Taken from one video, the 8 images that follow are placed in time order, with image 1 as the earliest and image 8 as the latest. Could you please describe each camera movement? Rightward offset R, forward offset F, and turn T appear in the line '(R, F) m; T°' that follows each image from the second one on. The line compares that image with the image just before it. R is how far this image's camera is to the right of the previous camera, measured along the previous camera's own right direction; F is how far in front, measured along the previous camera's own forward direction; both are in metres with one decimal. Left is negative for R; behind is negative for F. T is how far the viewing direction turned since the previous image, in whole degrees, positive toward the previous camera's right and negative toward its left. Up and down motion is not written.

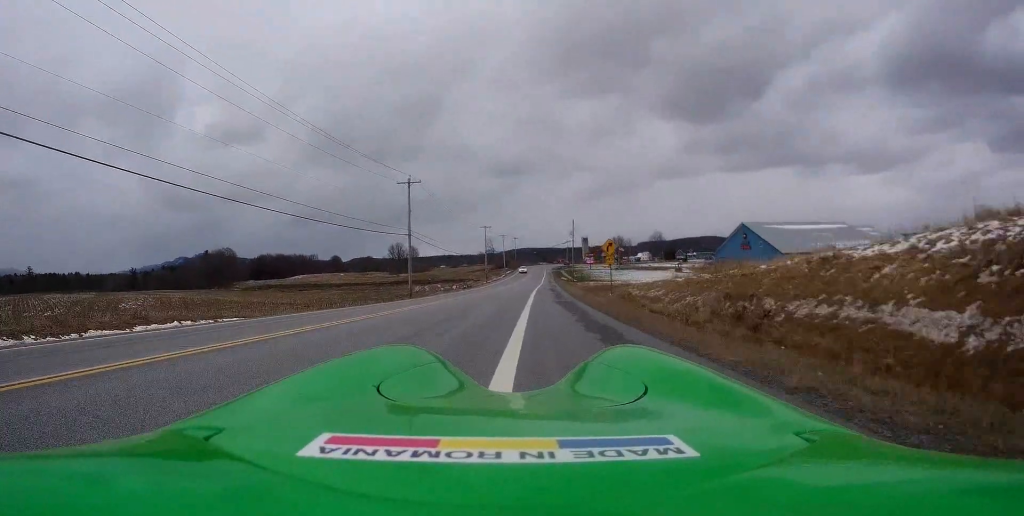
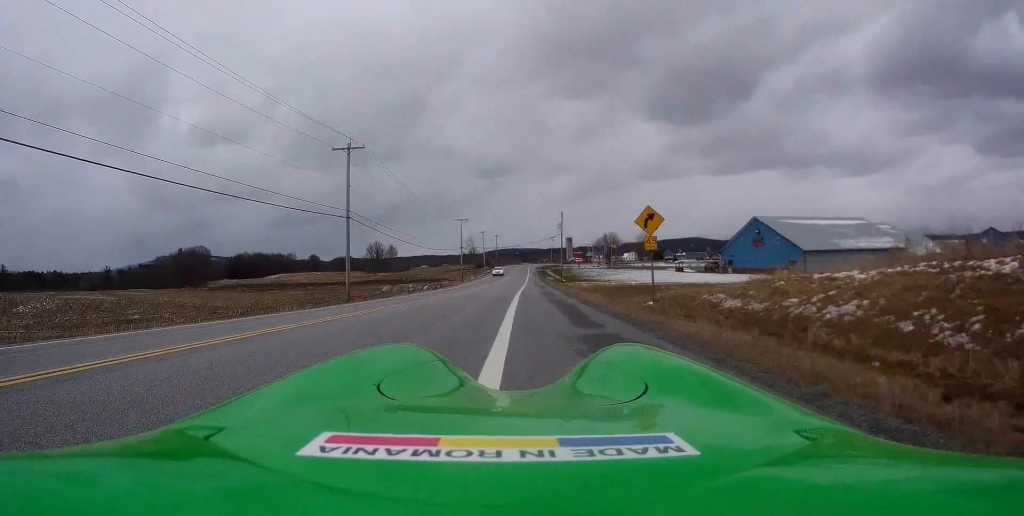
(+0.1, +15.1) m; 0°
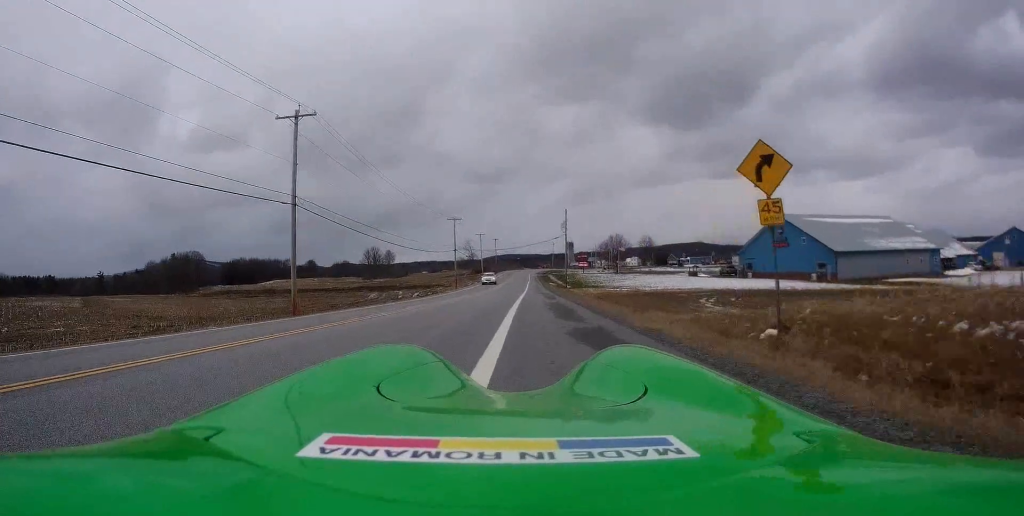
(+0.1, +9.9) m; -1°
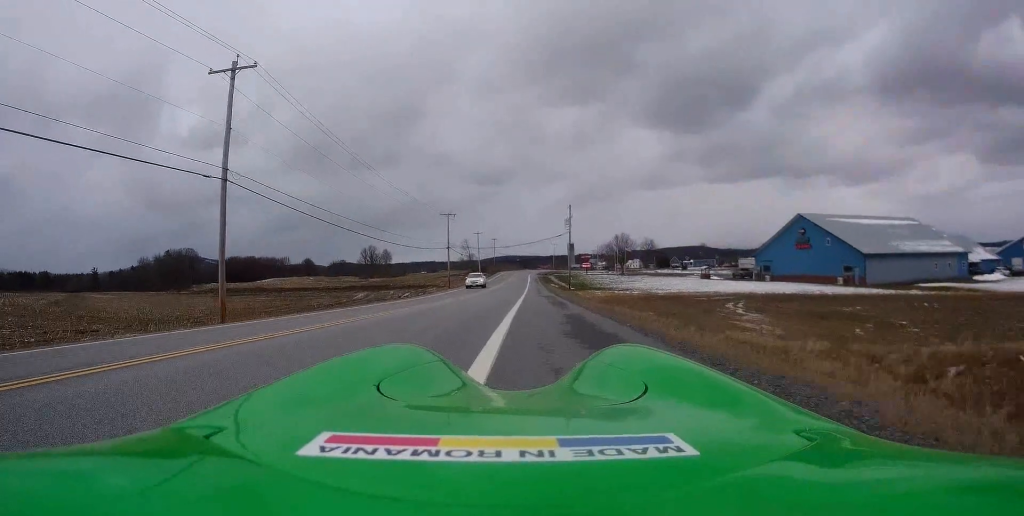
(-0.4, +8.1) m; 0°
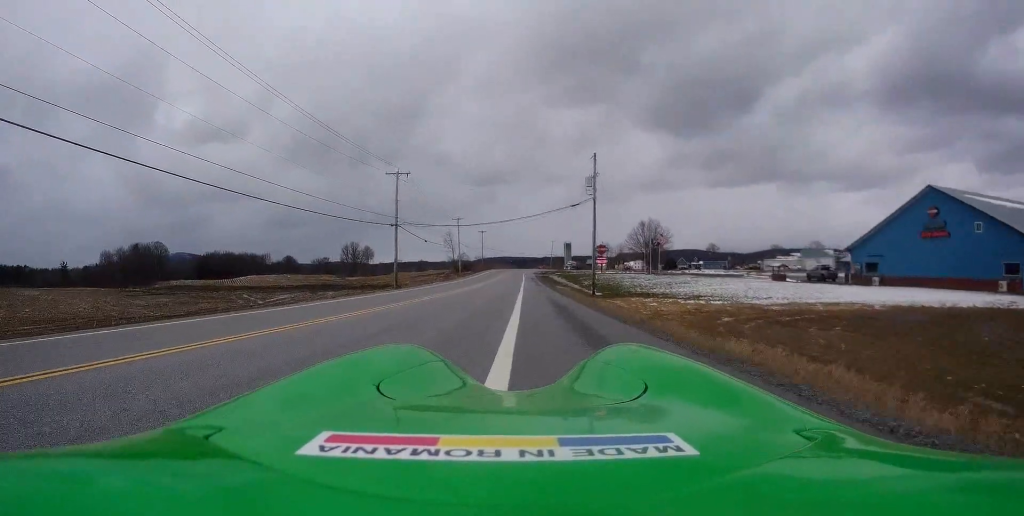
(+0.9, +33.5) m; +3°
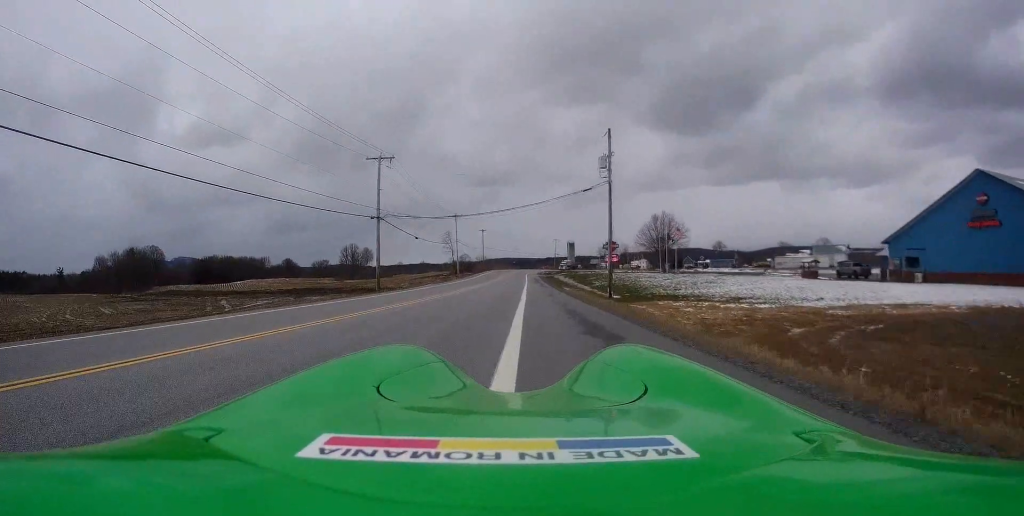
(-0.1, +7.6) m; 0°
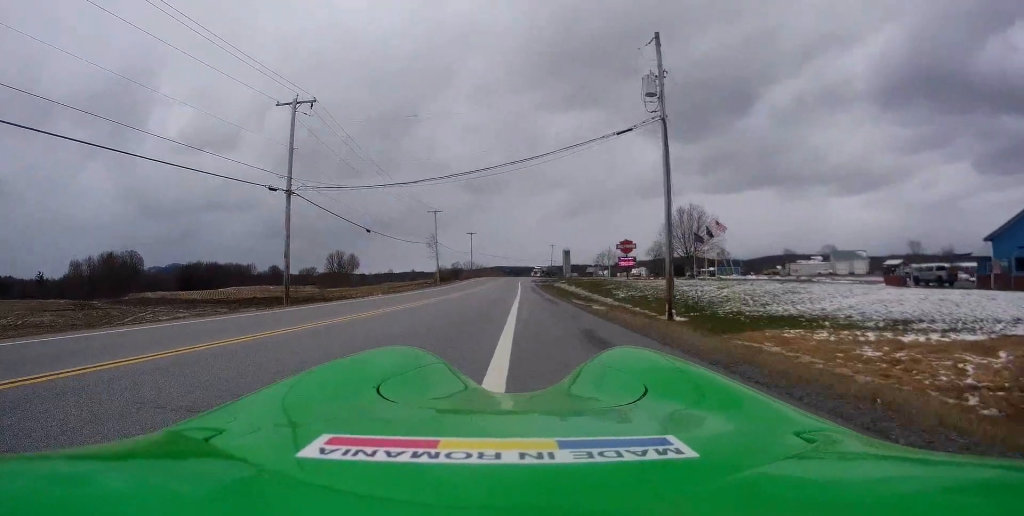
(+0.2, +18.0) m; -1°
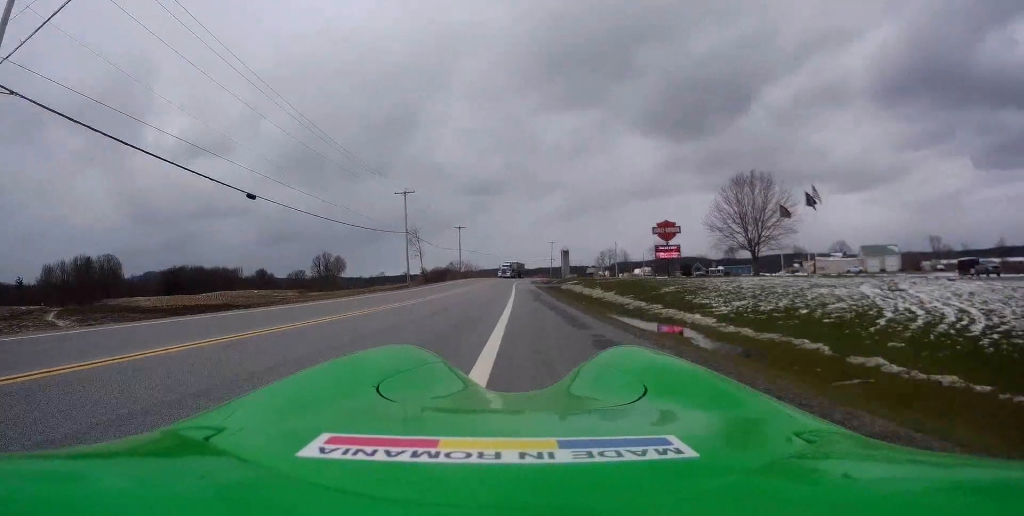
(-0.4, +20.4) m; 0°
